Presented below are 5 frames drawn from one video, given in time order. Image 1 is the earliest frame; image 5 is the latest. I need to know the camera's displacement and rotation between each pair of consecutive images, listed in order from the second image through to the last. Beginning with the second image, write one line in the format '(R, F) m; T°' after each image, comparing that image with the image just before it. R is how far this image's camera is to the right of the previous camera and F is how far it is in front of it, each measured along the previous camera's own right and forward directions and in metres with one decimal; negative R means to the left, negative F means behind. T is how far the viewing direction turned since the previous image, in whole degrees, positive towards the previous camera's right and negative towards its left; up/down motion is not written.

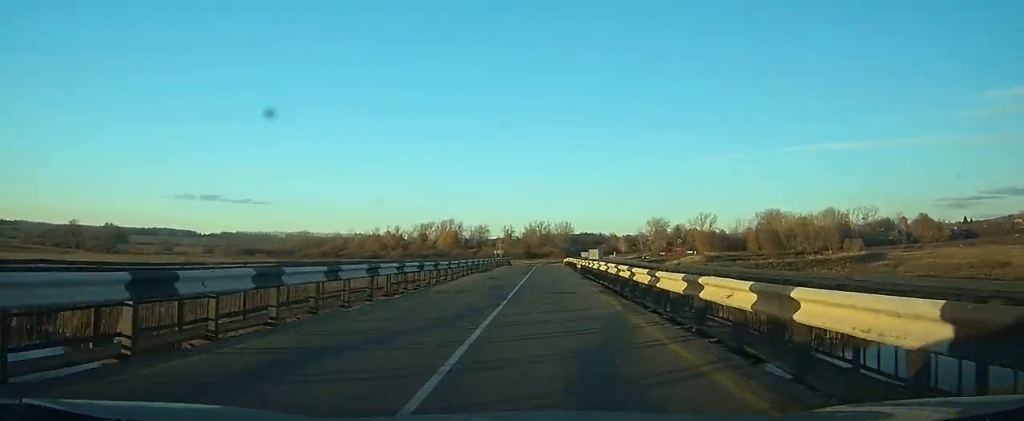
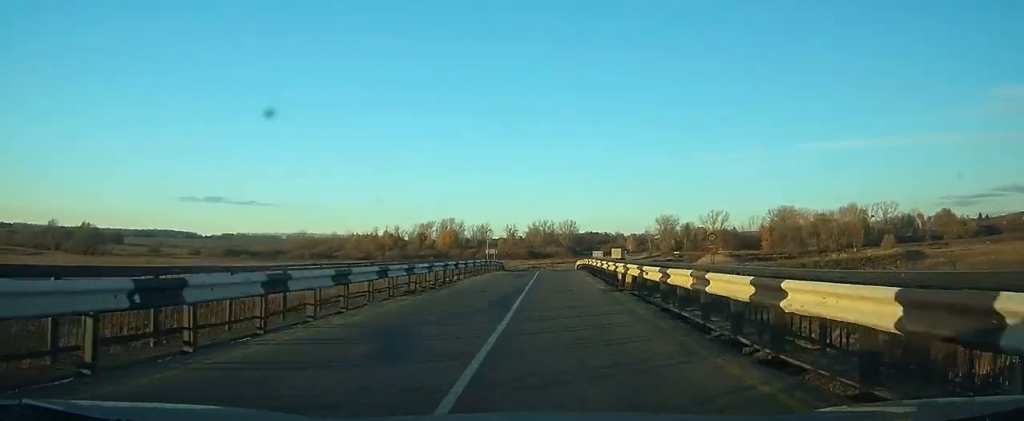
(-0.1, +21.0) m; 0°
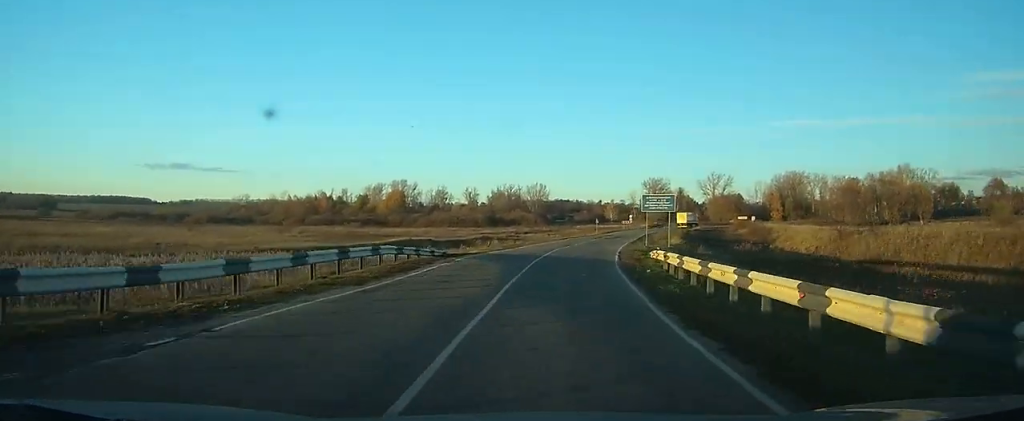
(+1.5, +70.6) m; +6°
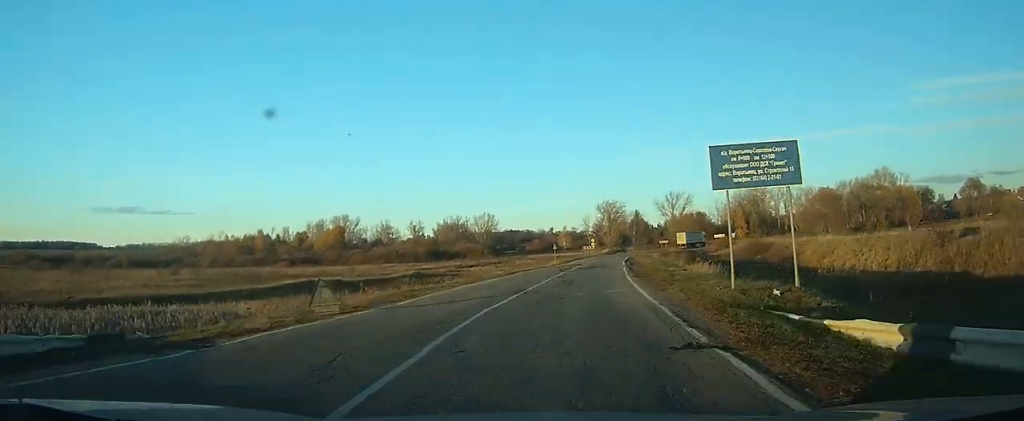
(+0.4, +20.1) m; +4°
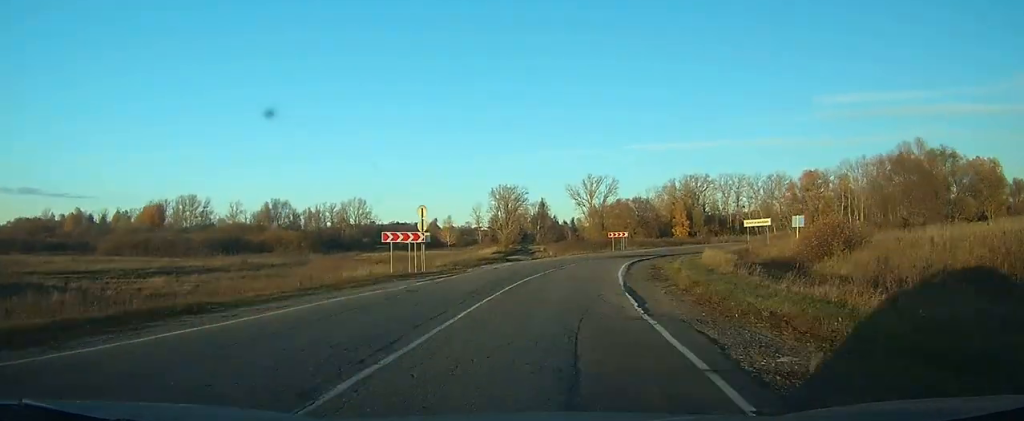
(+9.4, +87.9) m; +12°
